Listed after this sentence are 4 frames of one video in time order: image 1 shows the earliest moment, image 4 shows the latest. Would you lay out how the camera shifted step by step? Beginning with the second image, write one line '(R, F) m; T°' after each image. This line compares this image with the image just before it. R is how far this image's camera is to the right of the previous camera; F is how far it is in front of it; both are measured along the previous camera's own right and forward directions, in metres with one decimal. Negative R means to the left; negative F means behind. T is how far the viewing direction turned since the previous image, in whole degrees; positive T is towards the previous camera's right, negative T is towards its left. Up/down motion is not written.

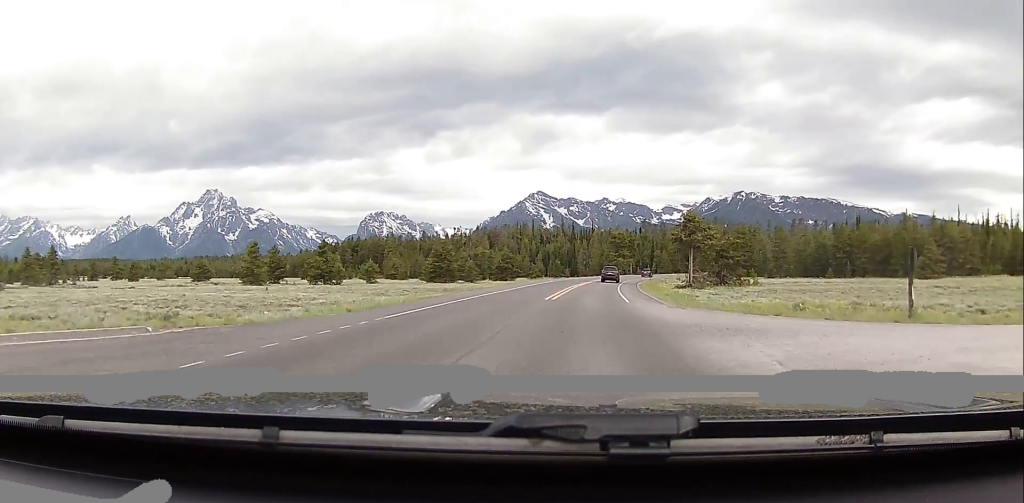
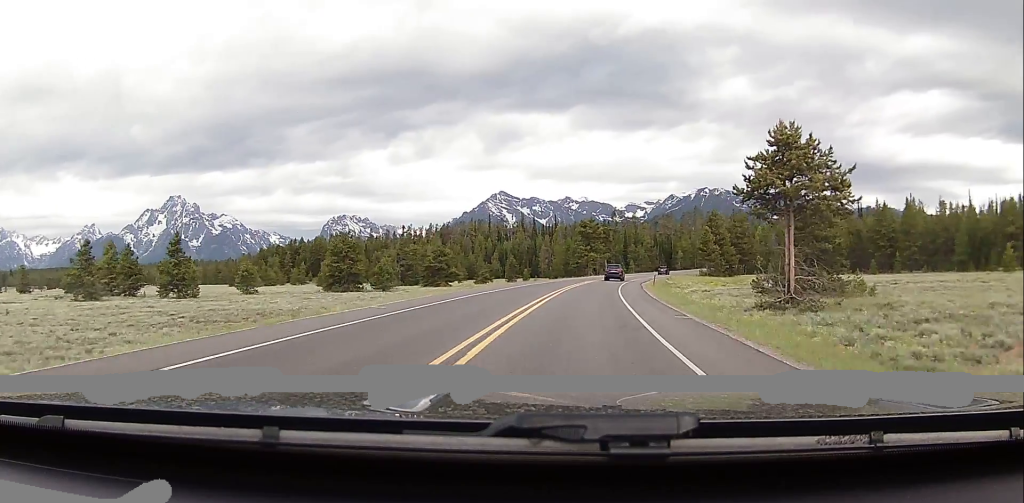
(+0.4, +39.5) m; +2°
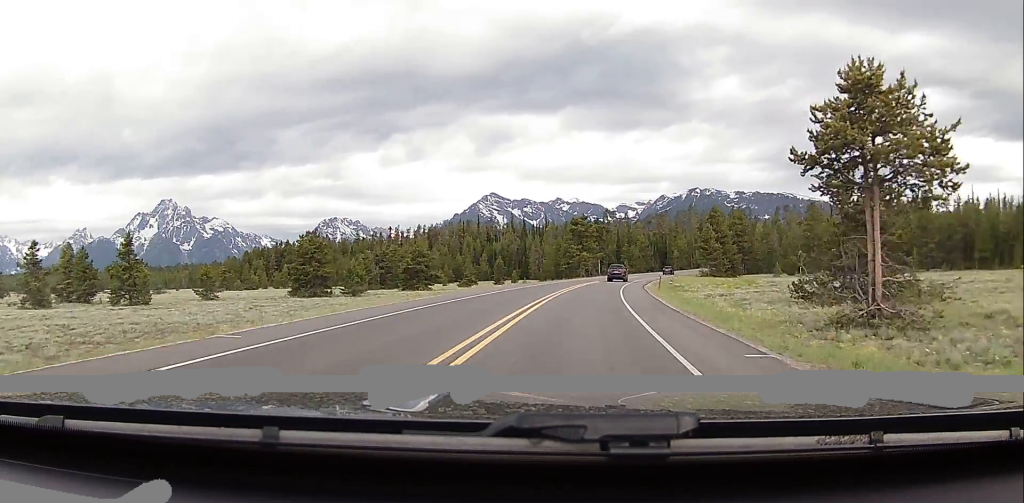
(+0.2, +9.2) m; +1°
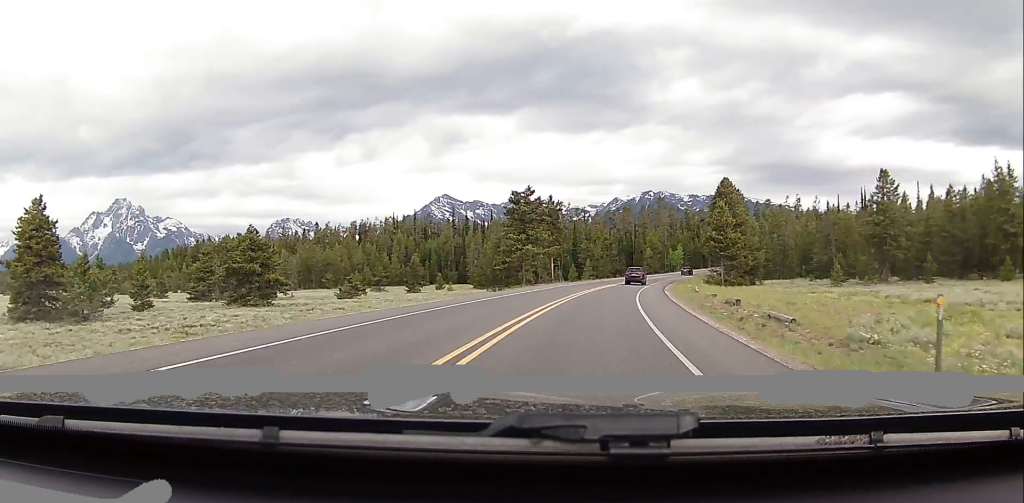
(+1.3, +42.0) m; +3°
